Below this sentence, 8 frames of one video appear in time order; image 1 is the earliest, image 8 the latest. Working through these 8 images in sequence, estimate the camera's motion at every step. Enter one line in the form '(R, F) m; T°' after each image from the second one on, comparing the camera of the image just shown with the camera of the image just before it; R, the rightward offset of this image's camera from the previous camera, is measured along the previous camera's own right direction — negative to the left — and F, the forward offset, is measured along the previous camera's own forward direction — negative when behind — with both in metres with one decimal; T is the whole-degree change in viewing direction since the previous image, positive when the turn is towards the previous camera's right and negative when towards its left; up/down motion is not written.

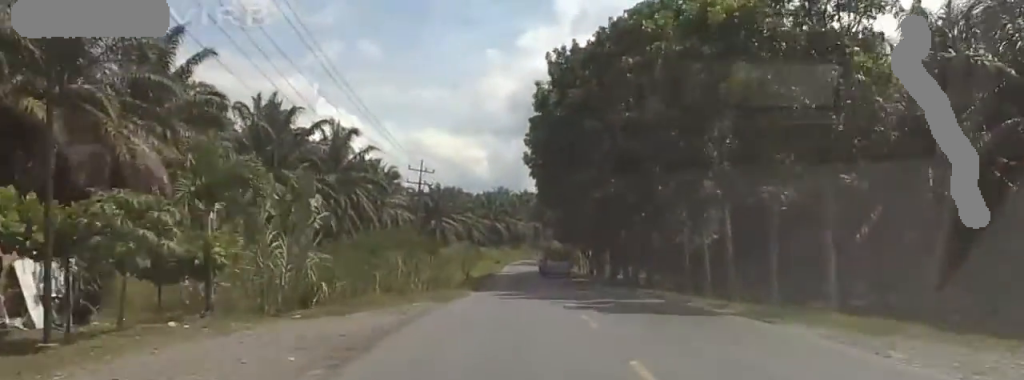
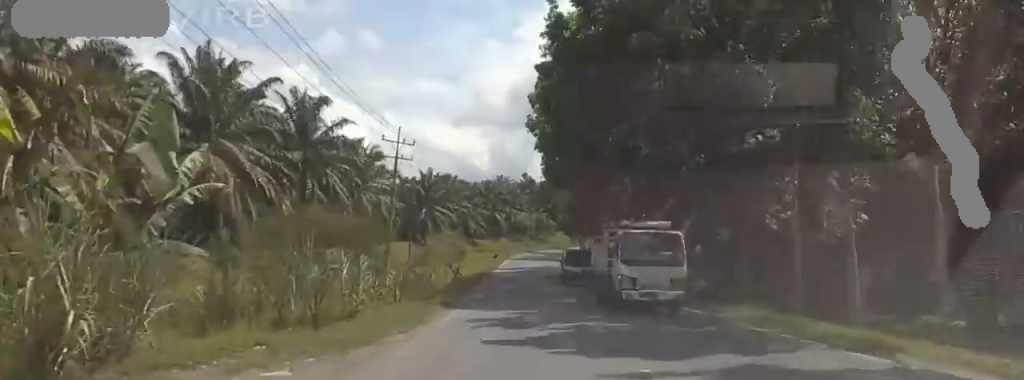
(-0.2, +18.3) m; -1°
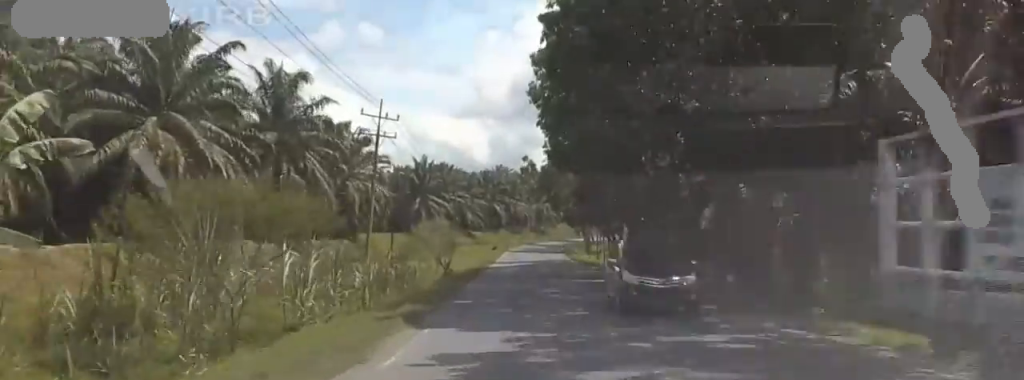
(-0.2, +9.4) m; 0°
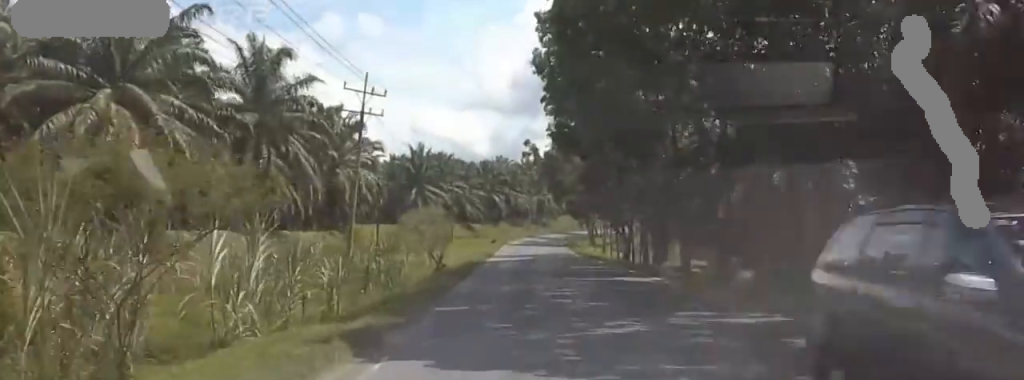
(+0.1, +6.5) m; +2°
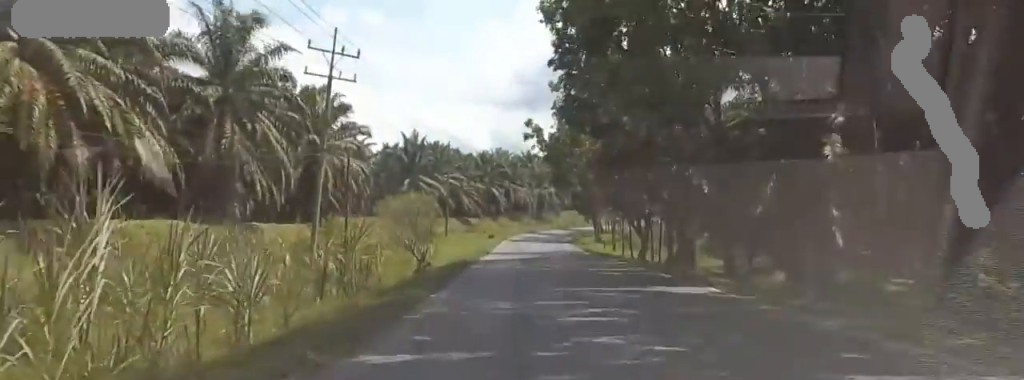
(-0.2, +9.6) m; +4°
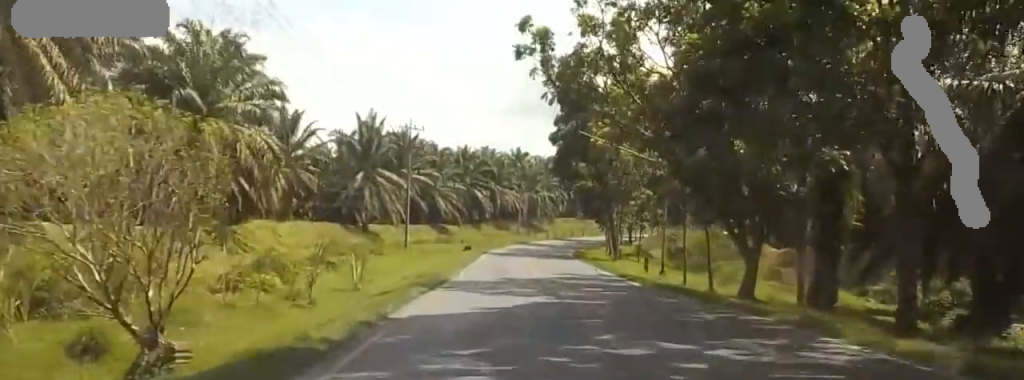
(+3.1, +30.8) m; +10°
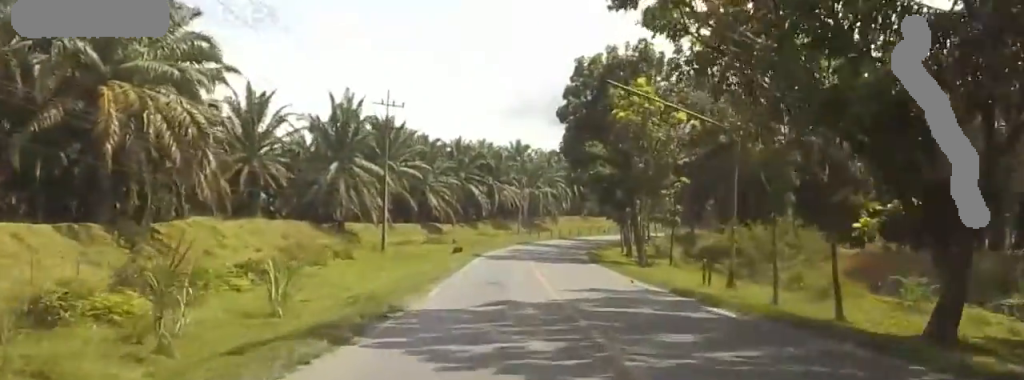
(+1.0, +14.1) m; +4°
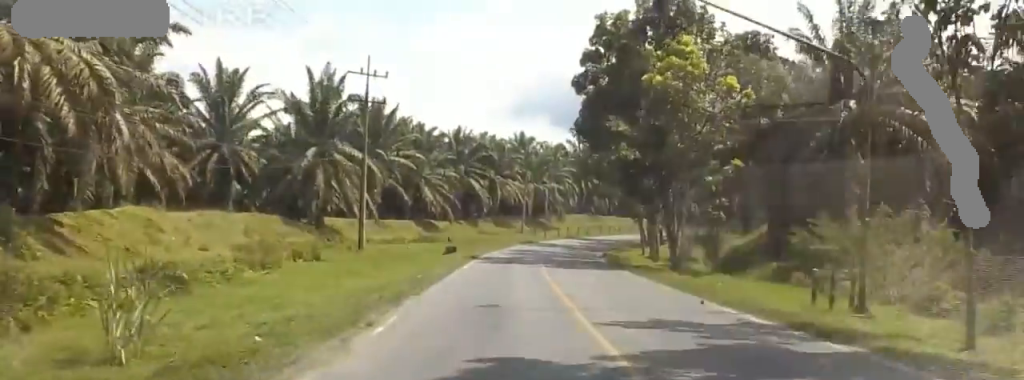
(+0.1, +11.3) m; 0°
